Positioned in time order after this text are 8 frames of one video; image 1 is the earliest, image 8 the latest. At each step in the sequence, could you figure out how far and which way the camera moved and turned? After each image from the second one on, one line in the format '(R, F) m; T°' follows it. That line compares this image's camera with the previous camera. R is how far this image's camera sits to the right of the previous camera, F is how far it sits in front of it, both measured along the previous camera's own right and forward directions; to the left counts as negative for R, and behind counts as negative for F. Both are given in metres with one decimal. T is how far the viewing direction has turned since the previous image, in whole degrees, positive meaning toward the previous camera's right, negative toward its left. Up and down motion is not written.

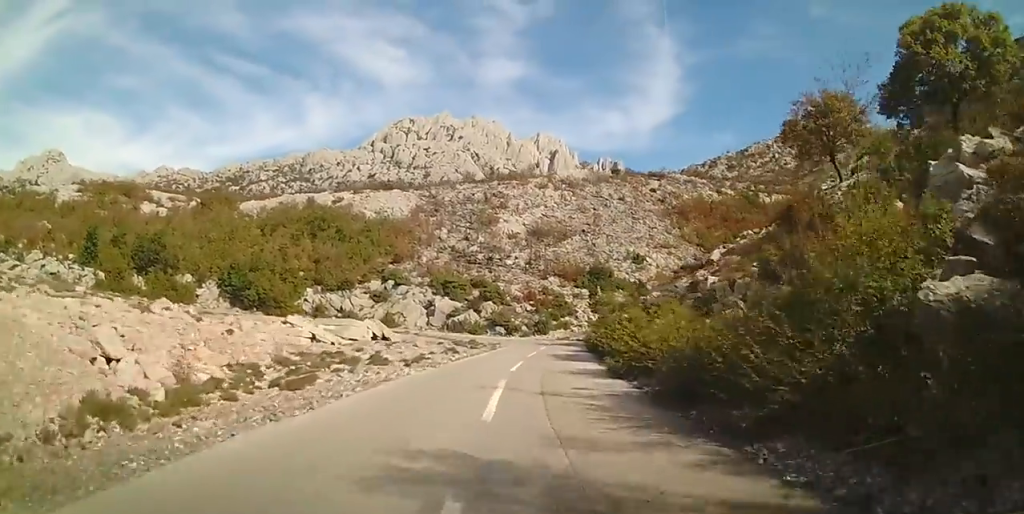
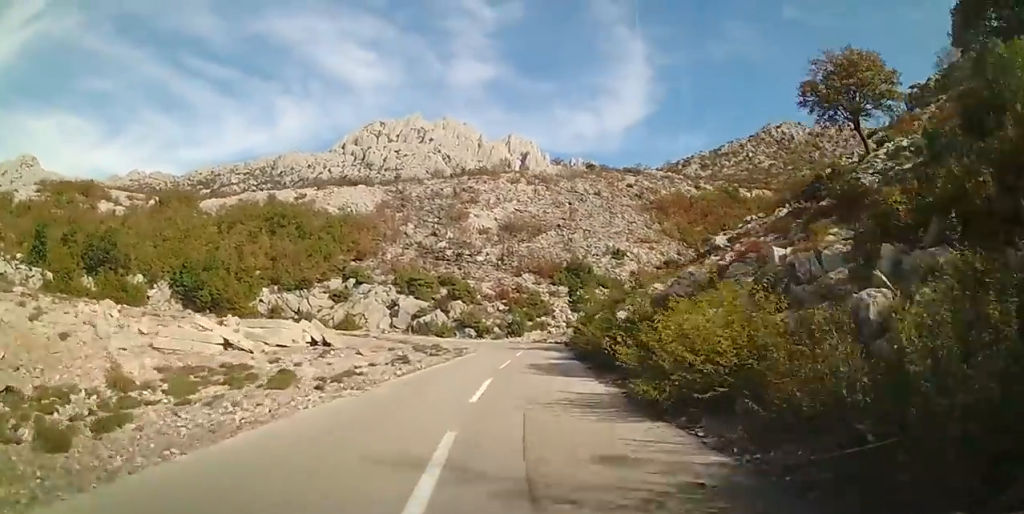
(-0.1, +6.1) m; +1°
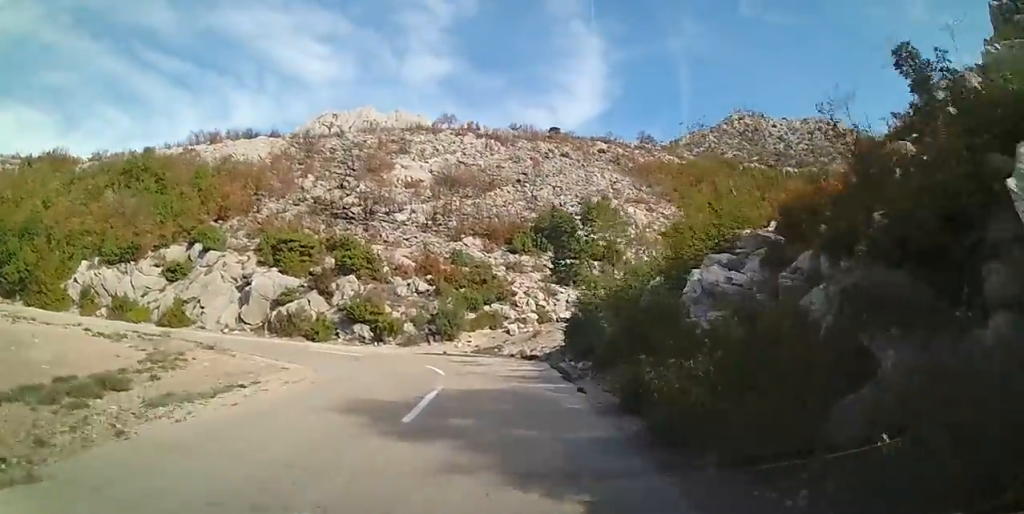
(+0.9, +27.1) m; +3°
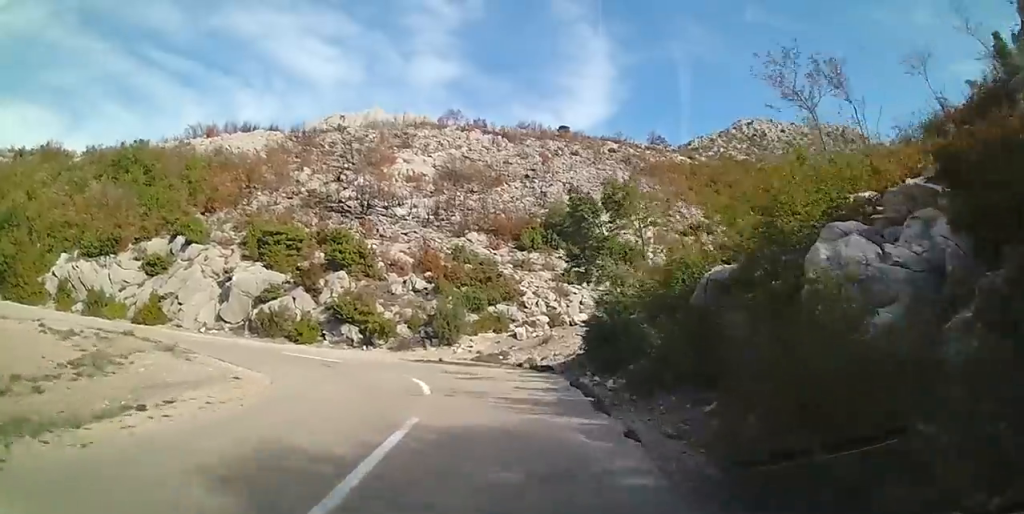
(0.0, +3.6) m; 0°
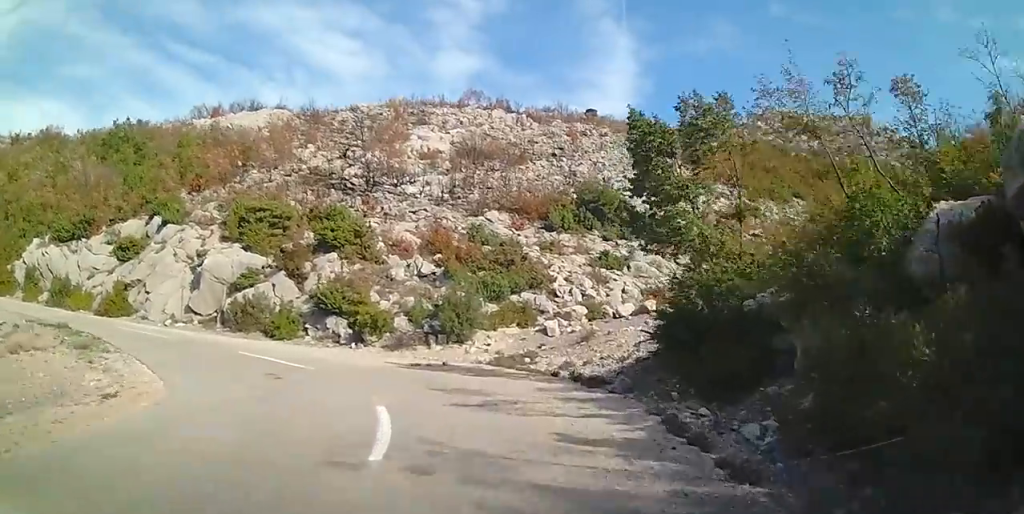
(0.0, +6.3) m; -2°
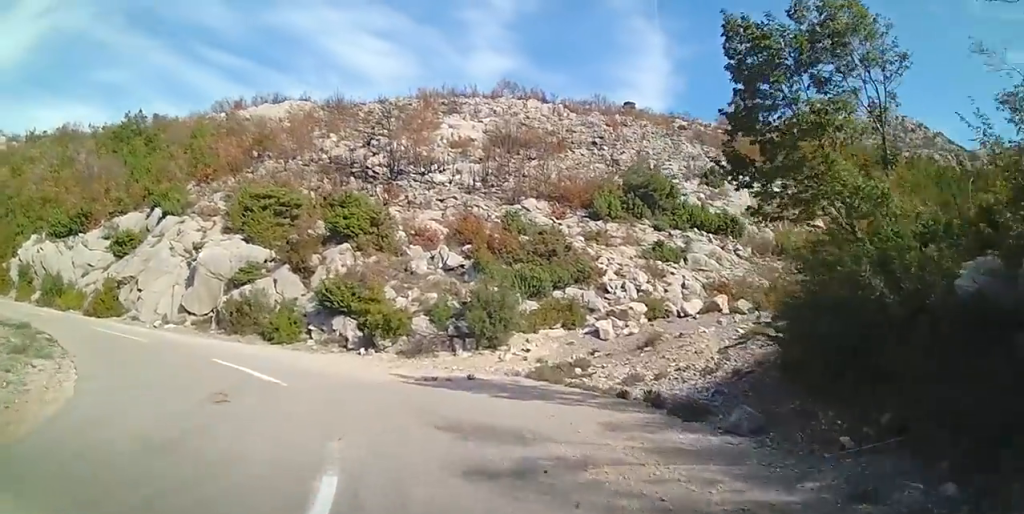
(+0.1, +4.3) m; -6°
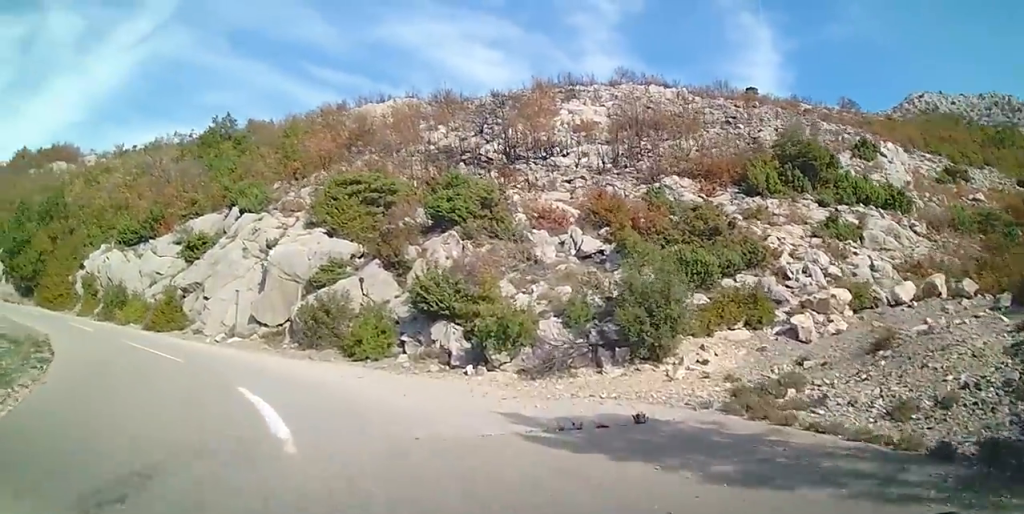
(-0.6, +5.5) m; -22°
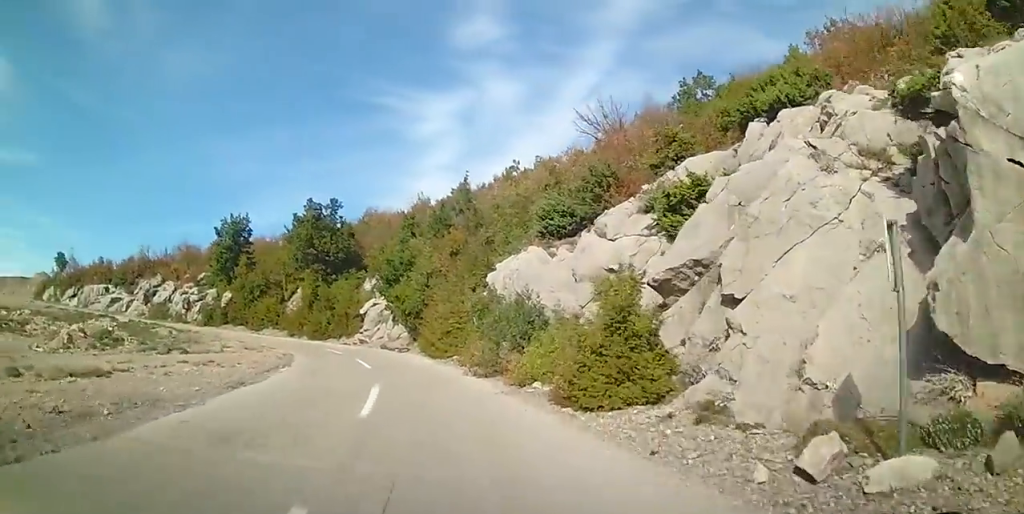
(-8.0, +13.0) m; -40°
